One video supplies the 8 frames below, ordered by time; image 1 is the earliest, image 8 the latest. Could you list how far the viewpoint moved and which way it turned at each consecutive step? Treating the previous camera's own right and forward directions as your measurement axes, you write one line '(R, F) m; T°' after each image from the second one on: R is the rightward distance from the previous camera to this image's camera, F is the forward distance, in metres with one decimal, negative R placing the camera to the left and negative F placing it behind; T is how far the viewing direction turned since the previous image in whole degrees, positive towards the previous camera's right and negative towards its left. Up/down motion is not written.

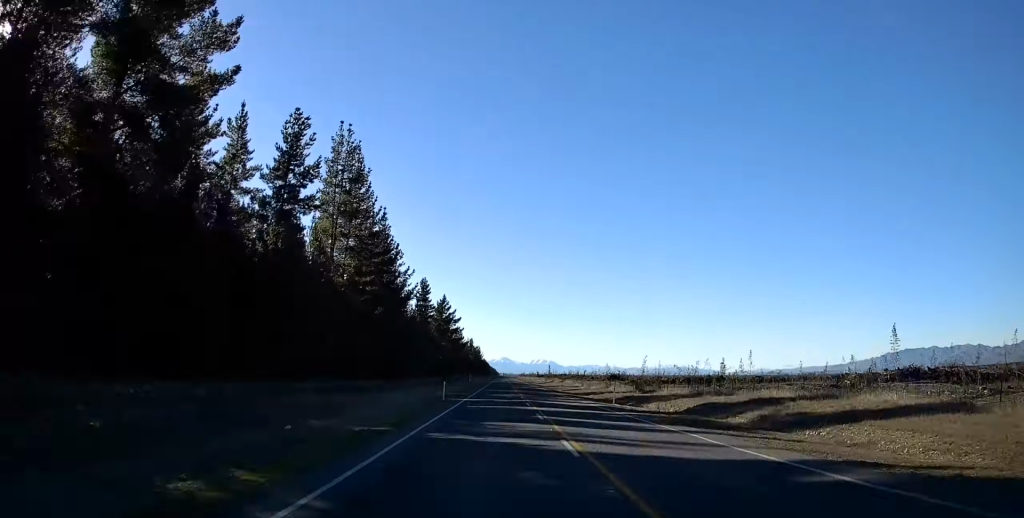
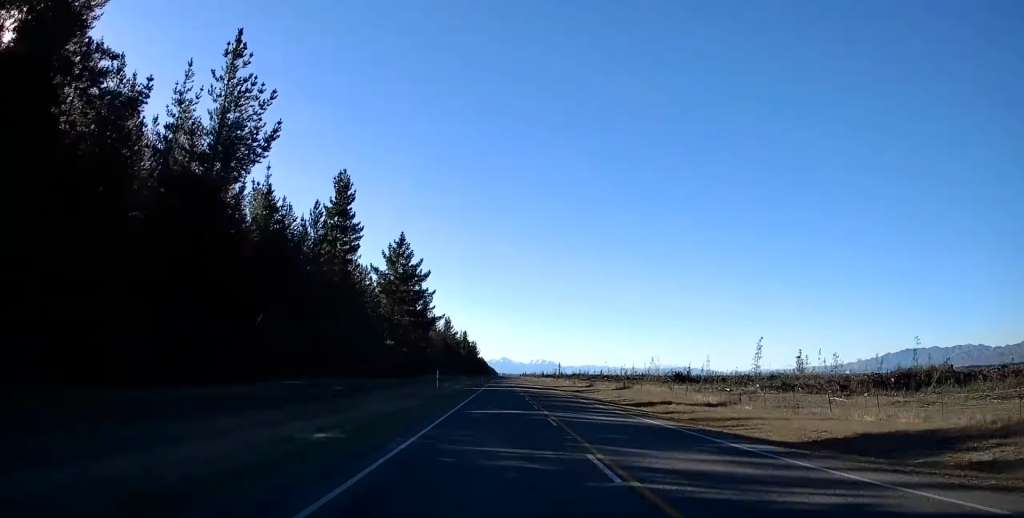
(-0.7, +72.5) m; 0°
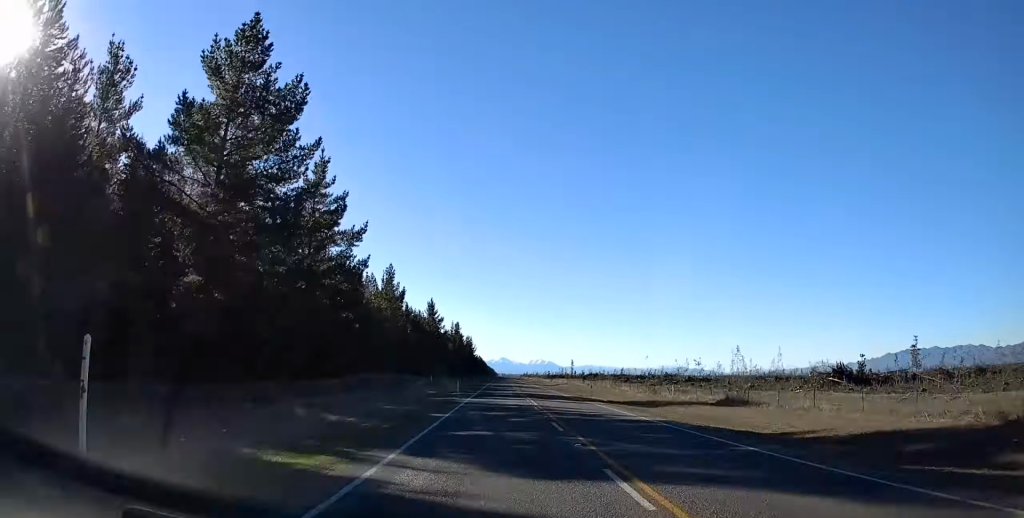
(+0.5, +61.8) m; 0°
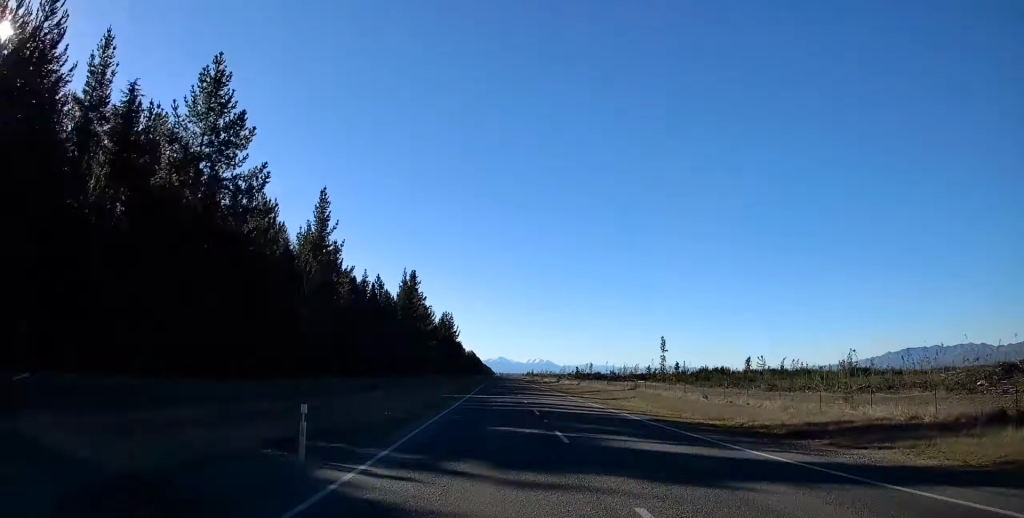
(+0.2, +152.8) m; 0°
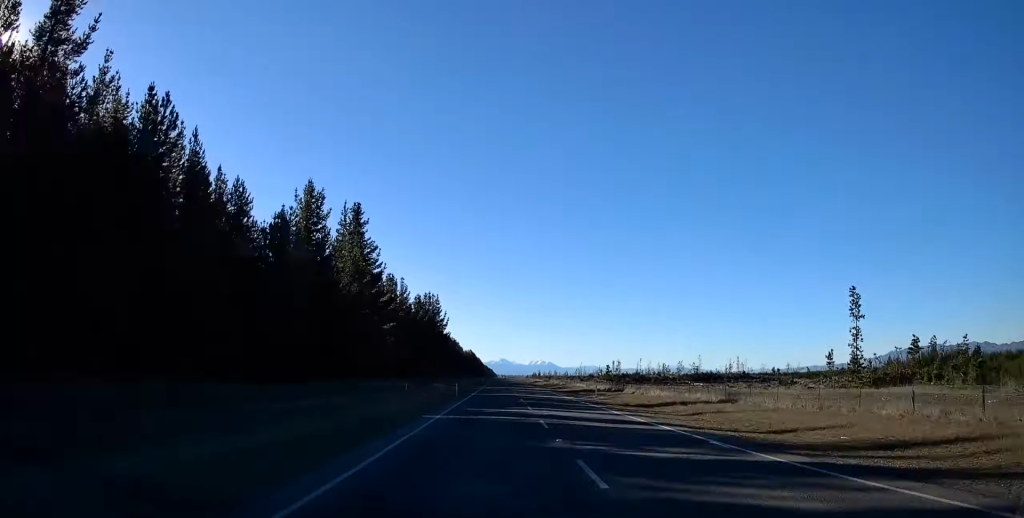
(-0.1, +65.6) m; 0°
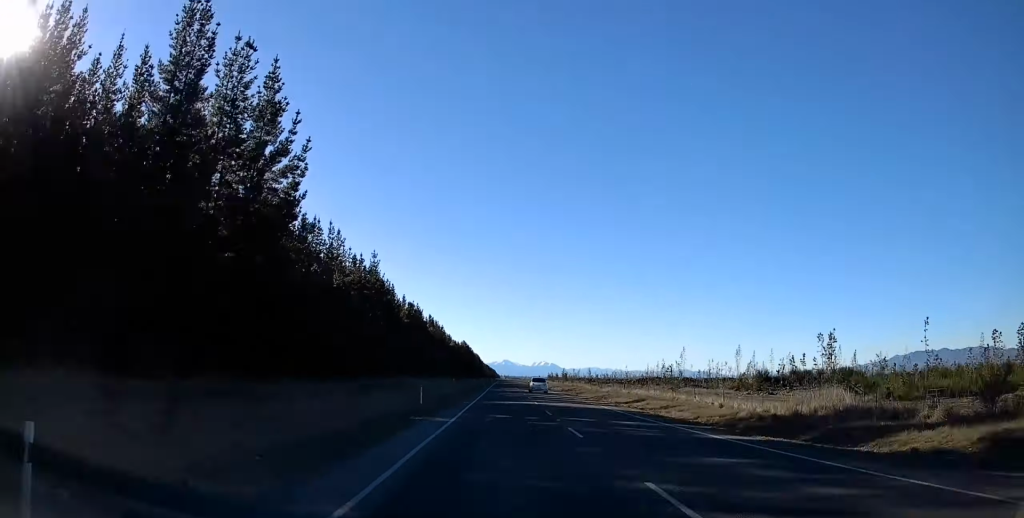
(-0.1, +152.8) m; 0°
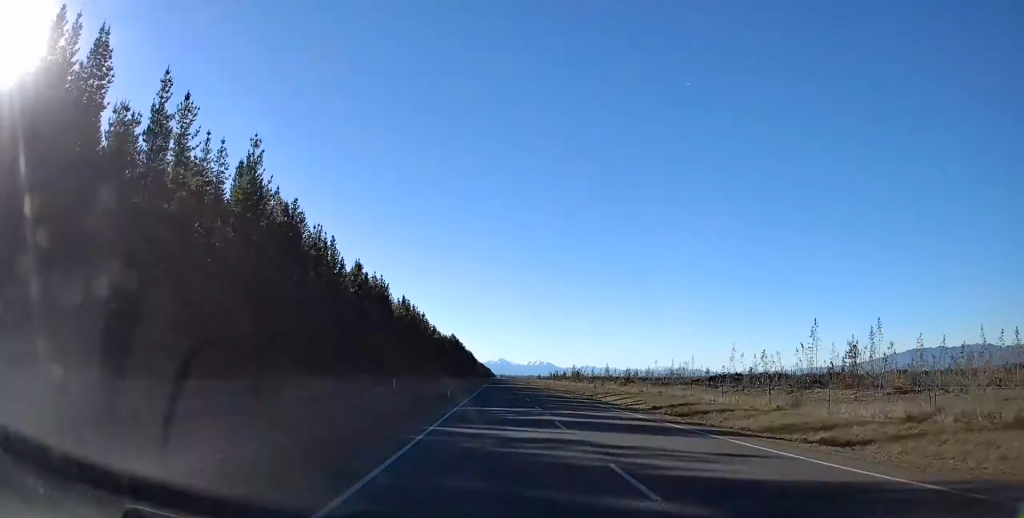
(+0.1, +58.1) m; 0°
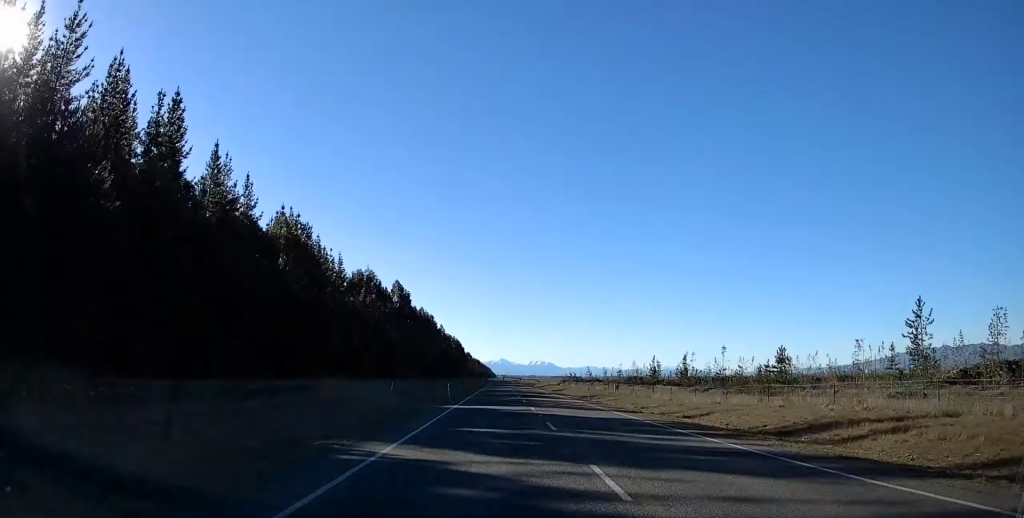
(-0.6, +199.7) m; 0°
